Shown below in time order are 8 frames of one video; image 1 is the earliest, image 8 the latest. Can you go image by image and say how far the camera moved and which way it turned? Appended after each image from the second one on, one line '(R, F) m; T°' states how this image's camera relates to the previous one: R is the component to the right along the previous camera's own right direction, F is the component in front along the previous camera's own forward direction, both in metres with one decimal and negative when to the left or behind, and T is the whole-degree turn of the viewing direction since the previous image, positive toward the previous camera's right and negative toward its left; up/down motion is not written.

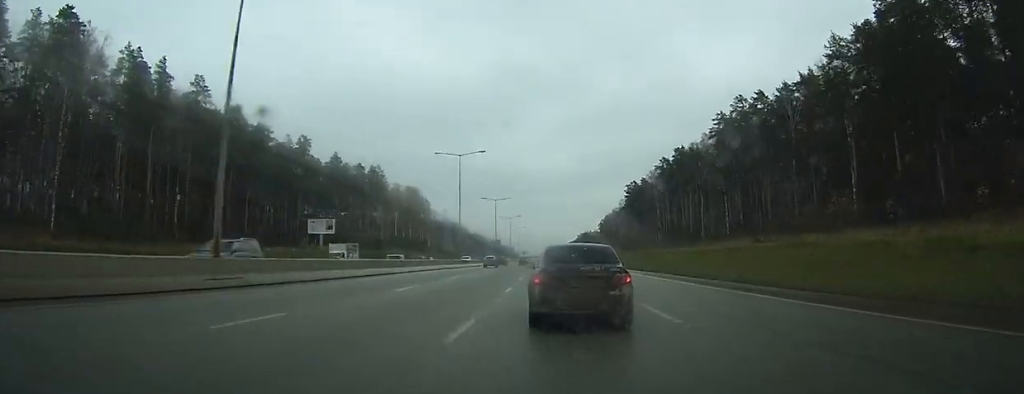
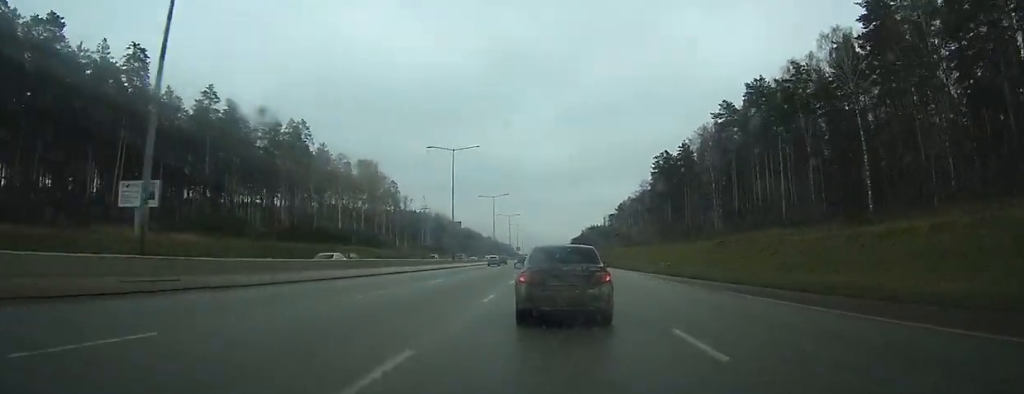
(0.0, +60.0) m; 0°
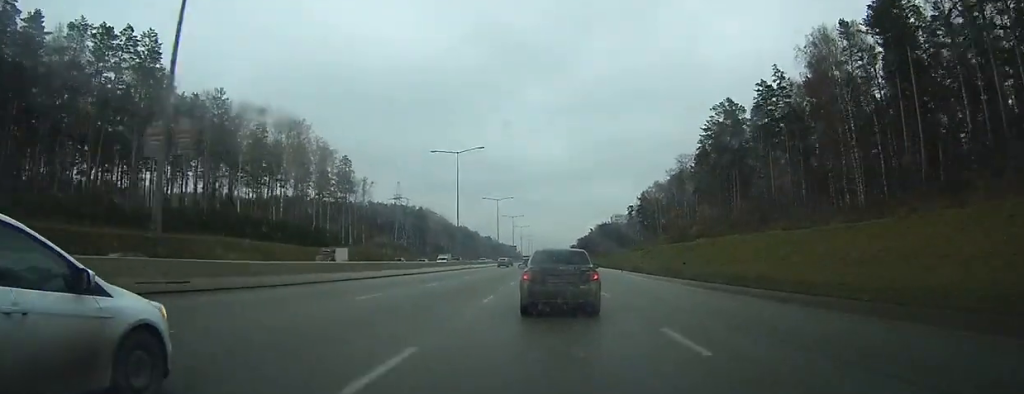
(+0.1, +55.4) m; 0°
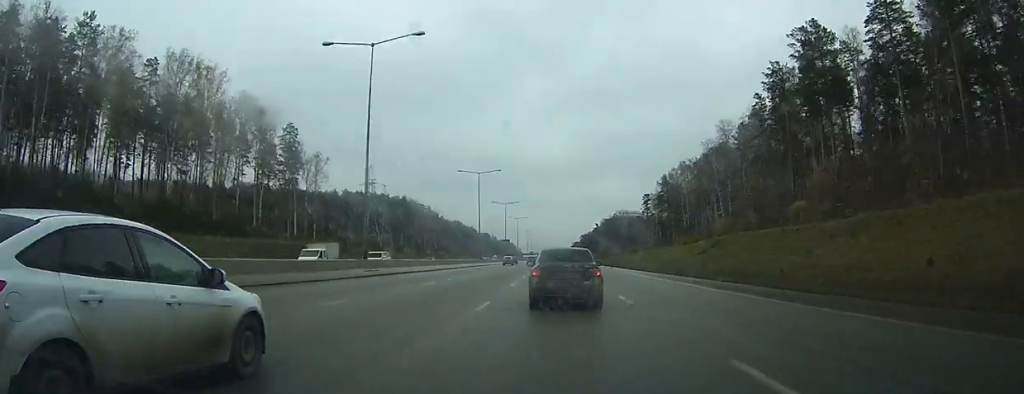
(0.0, +38.3) m; 0°
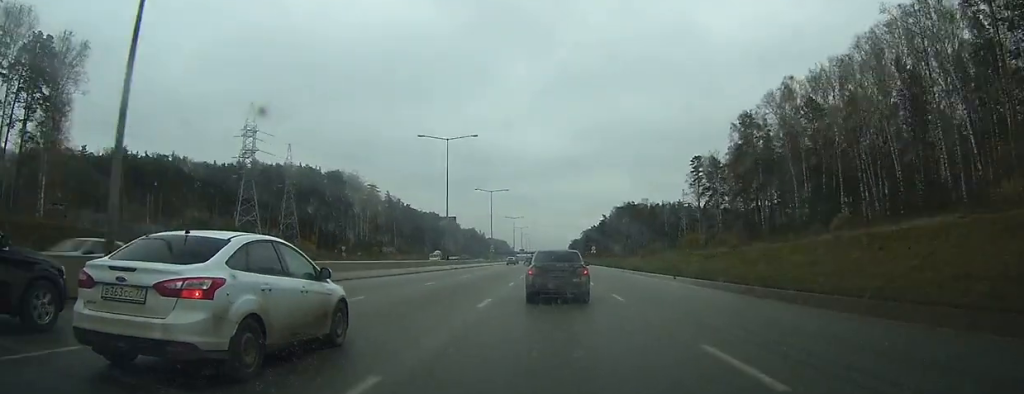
(-0.3, +87.9) m; 0°
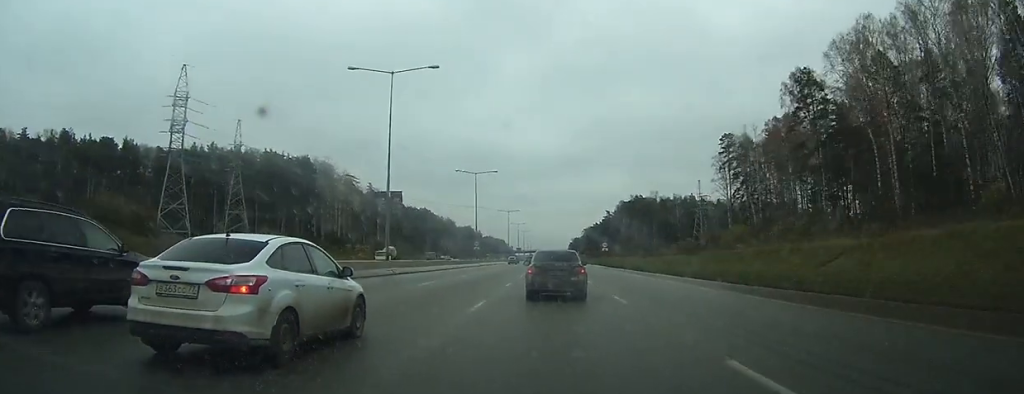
(+0.1, +27.0) m; 0°
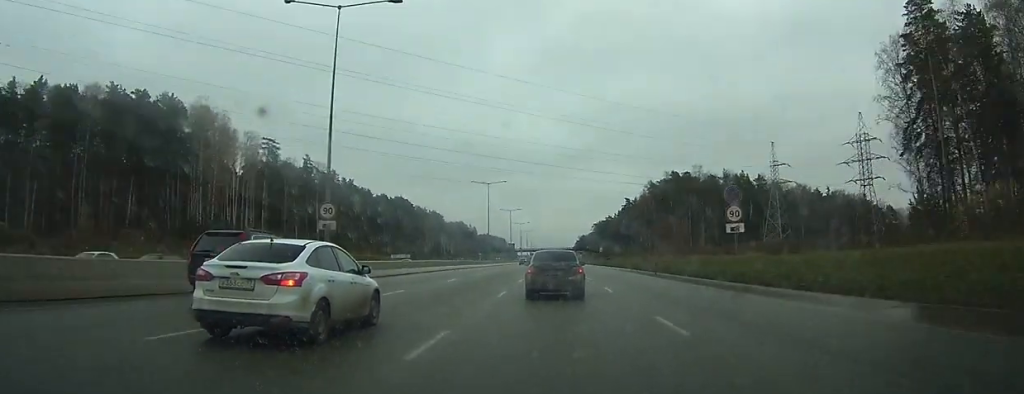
(+0.3, +69.6) m; 0°
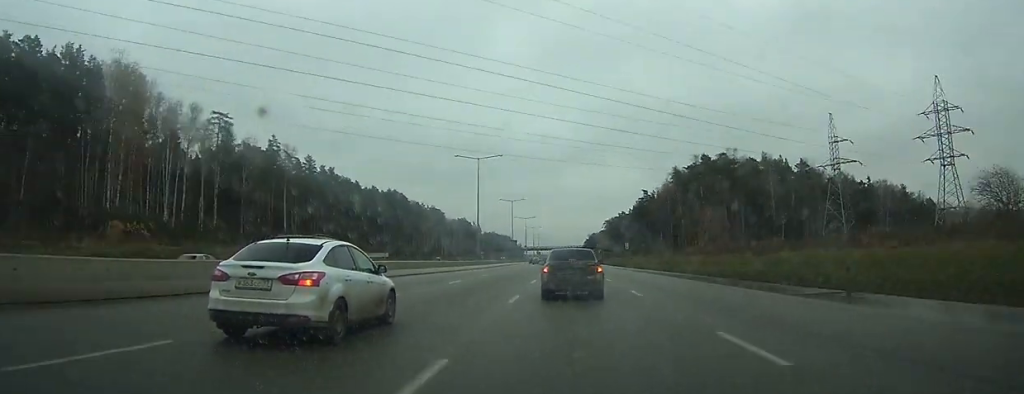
(-0.3, +27.4) m; -1°
